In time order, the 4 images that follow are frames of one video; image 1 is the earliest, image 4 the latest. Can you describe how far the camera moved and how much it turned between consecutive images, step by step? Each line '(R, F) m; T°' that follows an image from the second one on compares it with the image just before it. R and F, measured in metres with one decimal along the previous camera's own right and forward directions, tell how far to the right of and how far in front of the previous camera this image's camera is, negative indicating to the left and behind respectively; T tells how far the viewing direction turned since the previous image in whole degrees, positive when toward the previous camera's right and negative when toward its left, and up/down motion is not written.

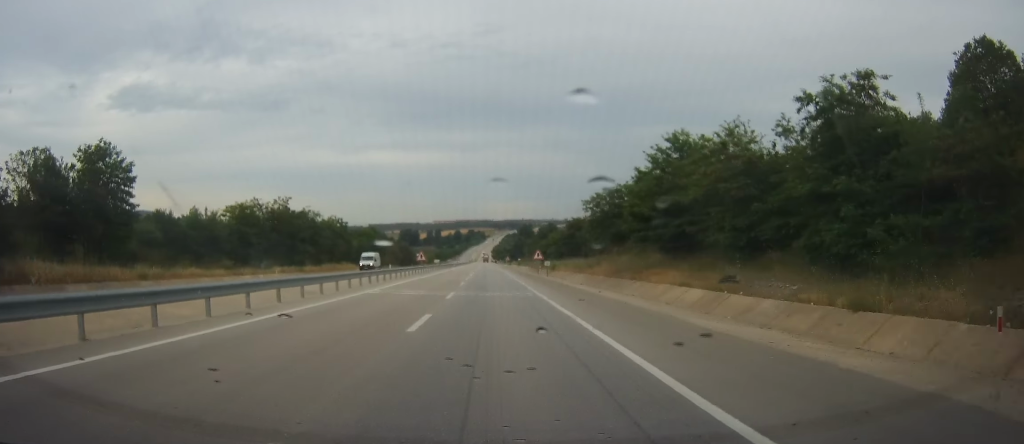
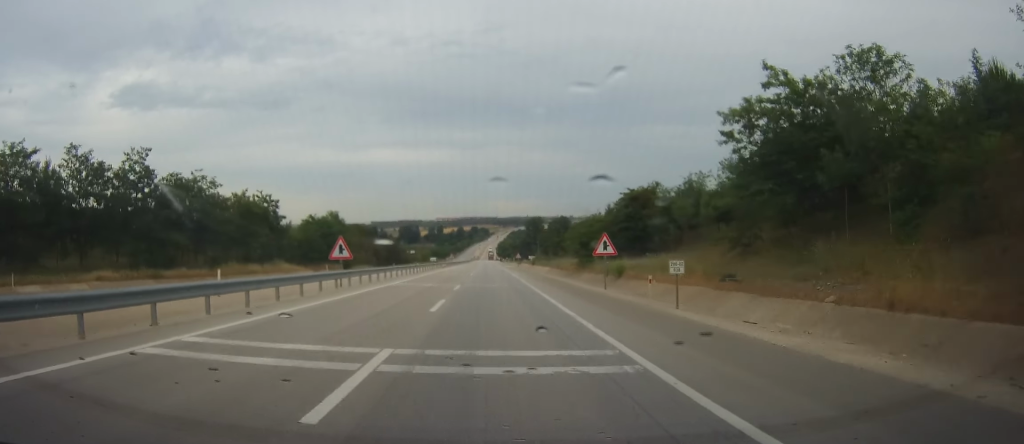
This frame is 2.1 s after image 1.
(0.0, +43.2) m; 0°
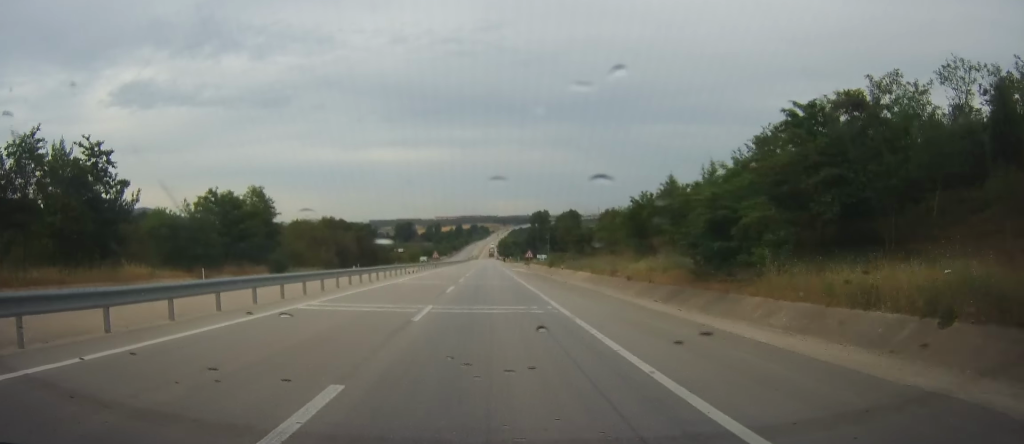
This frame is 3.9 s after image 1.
(-0.1, +38.5) m; -1°
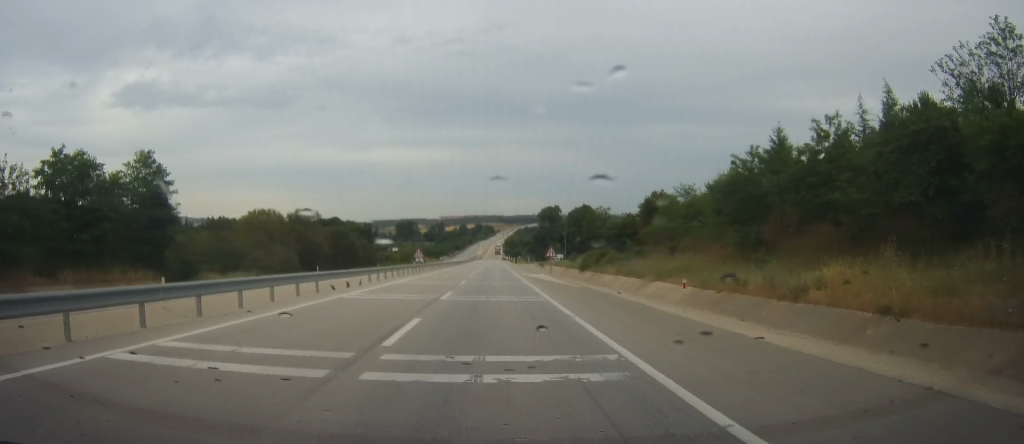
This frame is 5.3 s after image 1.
(0.0, +29.2) m; 0°
